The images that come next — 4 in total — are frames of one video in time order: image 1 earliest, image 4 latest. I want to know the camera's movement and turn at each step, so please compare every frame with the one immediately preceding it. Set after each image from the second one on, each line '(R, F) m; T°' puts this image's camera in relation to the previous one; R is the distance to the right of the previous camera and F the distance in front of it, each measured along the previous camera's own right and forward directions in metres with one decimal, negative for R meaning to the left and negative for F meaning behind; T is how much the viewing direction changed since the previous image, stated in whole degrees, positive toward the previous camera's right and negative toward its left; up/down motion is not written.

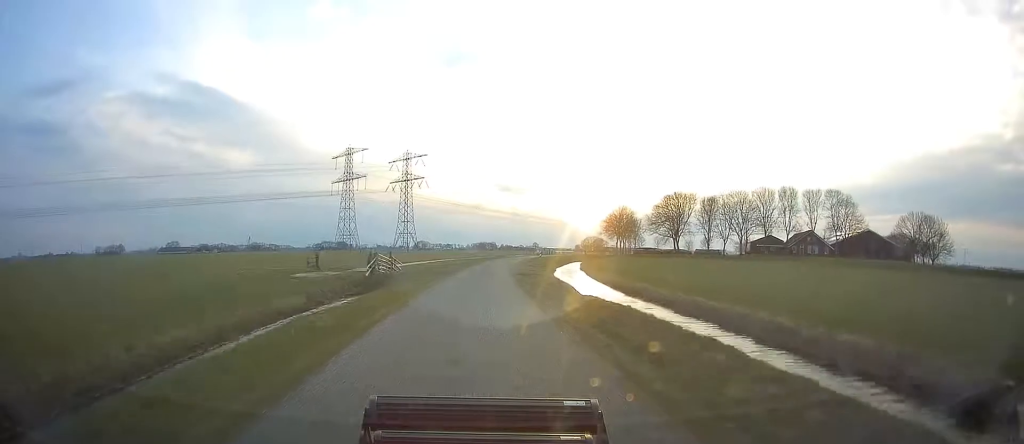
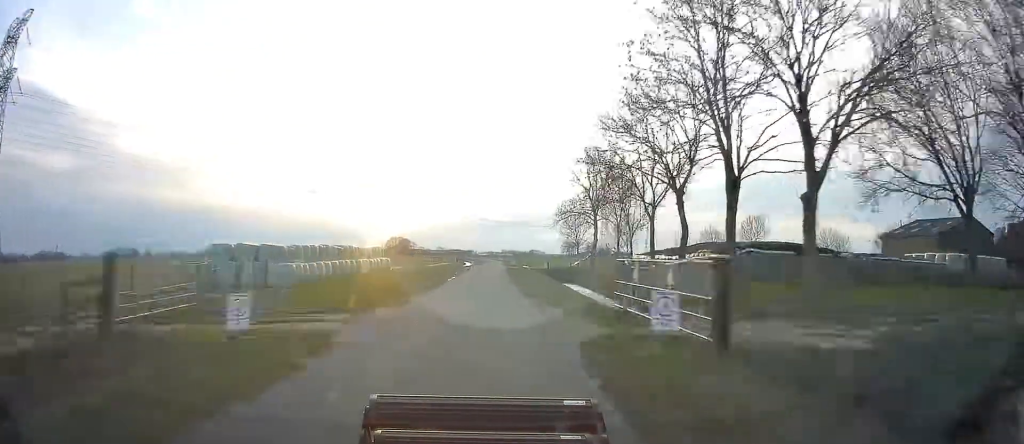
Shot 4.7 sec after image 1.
(+18.7, +140.4) m; +17°
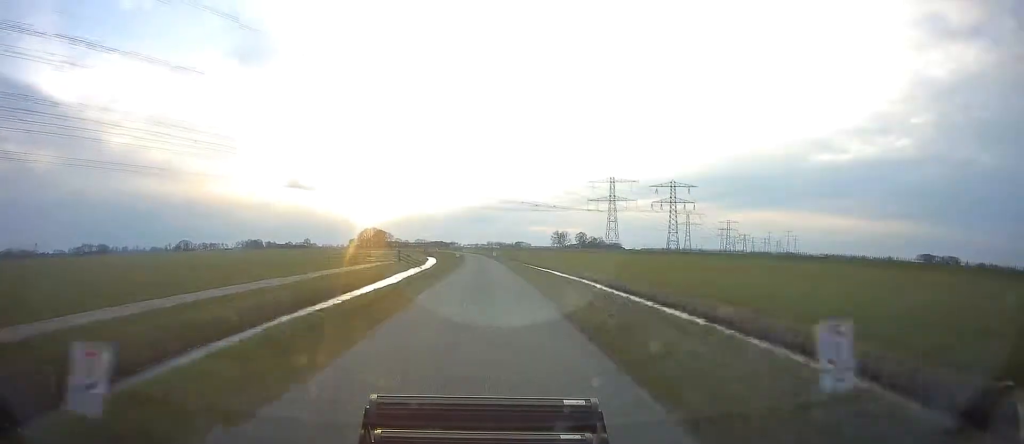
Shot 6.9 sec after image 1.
(+2.3, +77.6) m; +2°
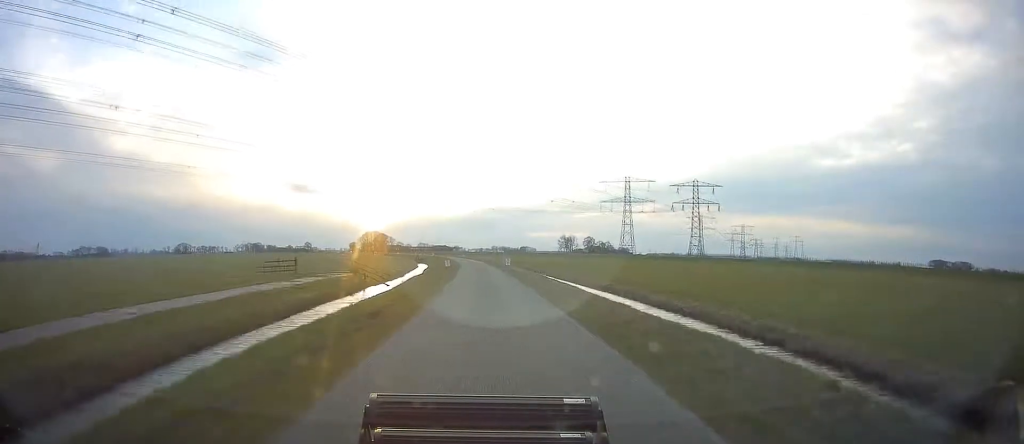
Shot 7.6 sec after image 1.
(0.0, +25.8) m; 0°
